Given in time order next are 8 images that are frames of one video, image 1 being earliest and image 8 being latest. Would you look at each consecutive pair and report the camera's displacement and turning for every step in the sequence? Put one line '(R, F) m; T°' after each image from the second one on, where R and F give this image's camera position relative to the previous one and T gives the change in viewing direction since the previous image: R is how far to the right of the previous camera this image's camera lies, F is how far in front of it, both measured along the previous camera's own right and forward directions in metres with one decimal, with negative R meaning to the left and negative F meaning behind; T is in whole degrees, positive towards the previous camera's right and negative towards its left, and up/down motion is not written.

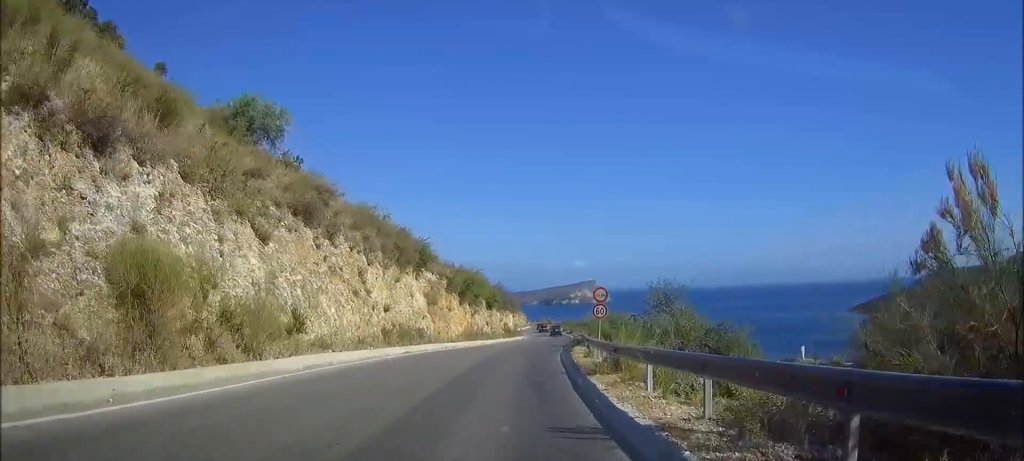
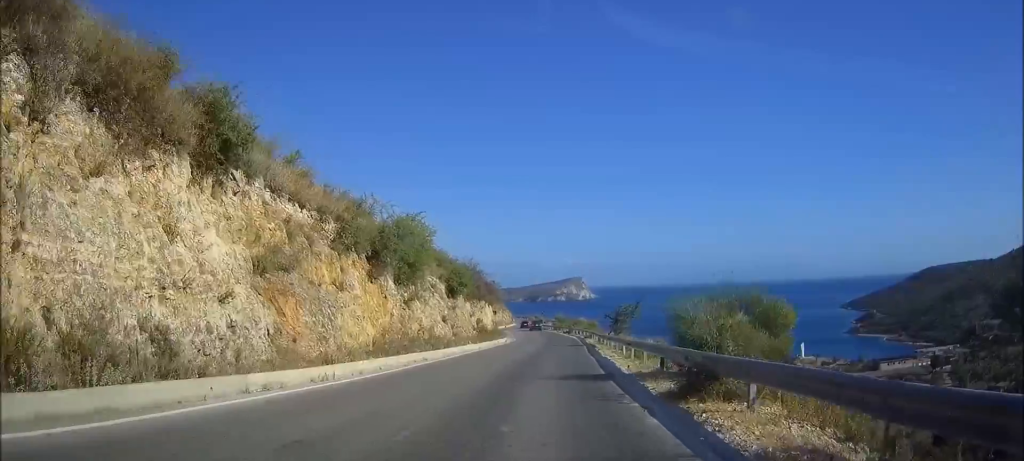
(+0.8, +28.6) m; +3°
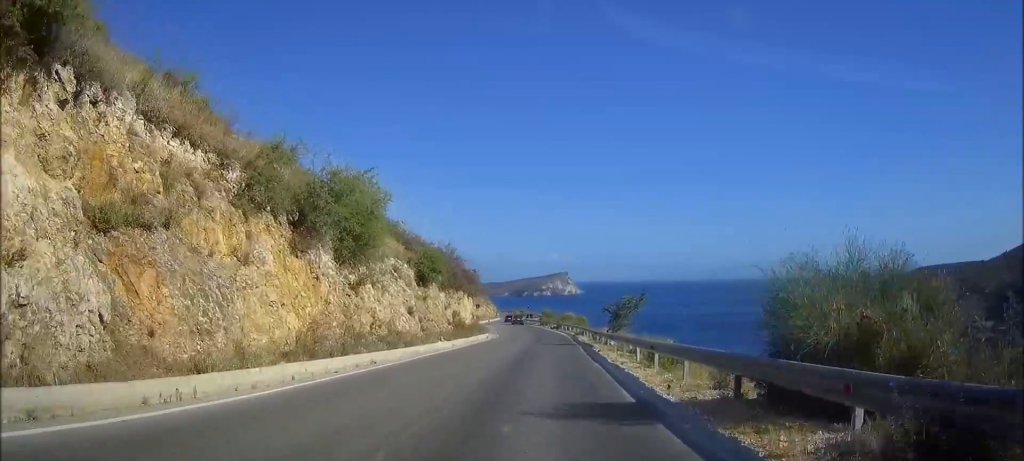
(0.0, +7.3) m; 0°
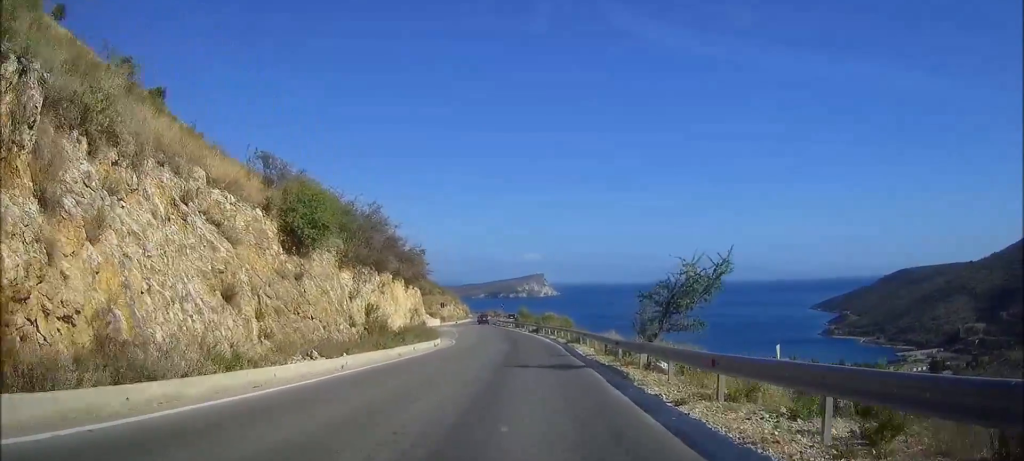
(0.0, +19.4) m; 0°
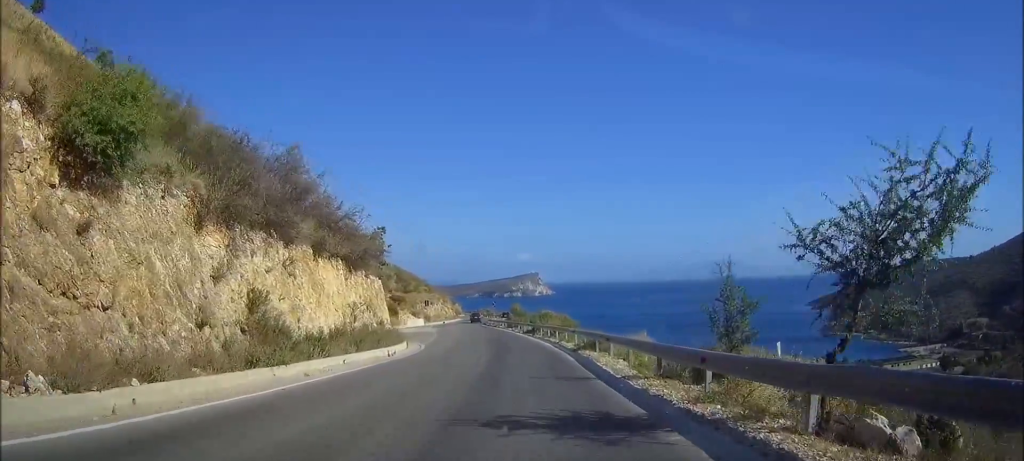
(0.0, +11.6) m; 0°
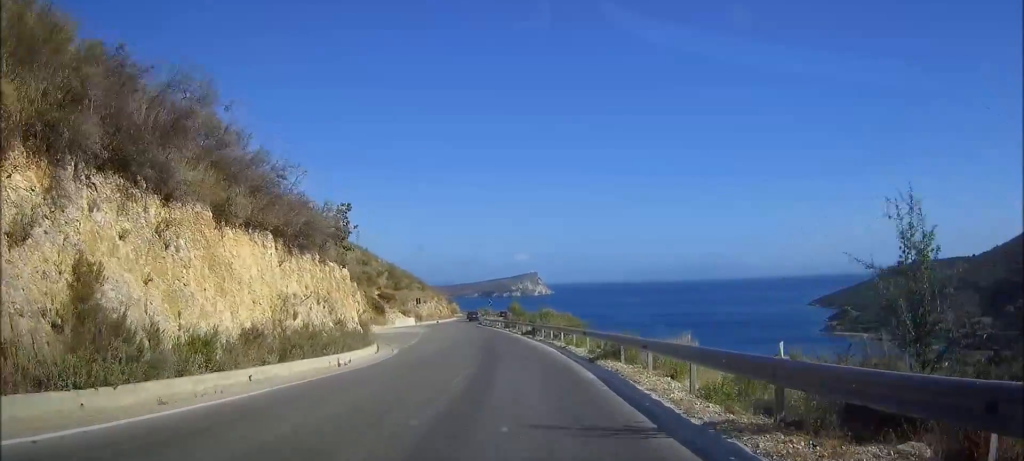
(0.0, +7.3) m; 0°
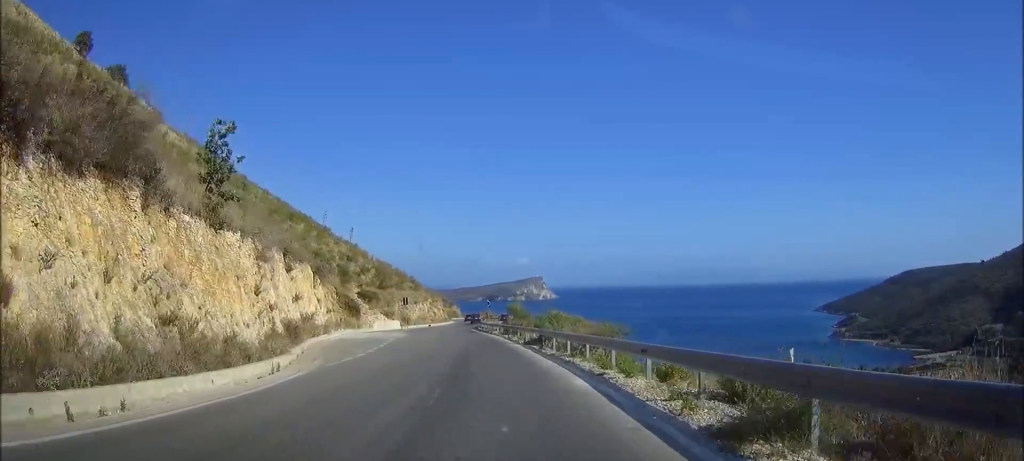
(0.0, +13.2) m; 0°
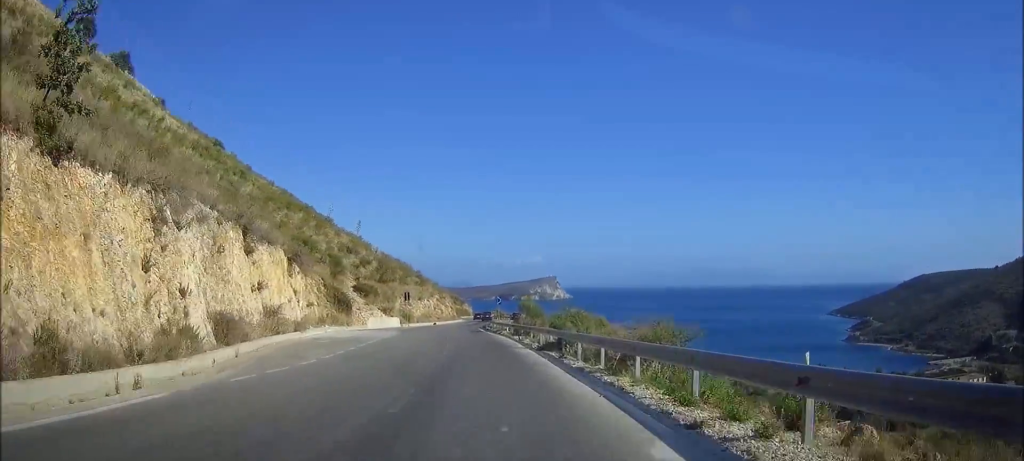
(0.0, +7.9) m; -1°
